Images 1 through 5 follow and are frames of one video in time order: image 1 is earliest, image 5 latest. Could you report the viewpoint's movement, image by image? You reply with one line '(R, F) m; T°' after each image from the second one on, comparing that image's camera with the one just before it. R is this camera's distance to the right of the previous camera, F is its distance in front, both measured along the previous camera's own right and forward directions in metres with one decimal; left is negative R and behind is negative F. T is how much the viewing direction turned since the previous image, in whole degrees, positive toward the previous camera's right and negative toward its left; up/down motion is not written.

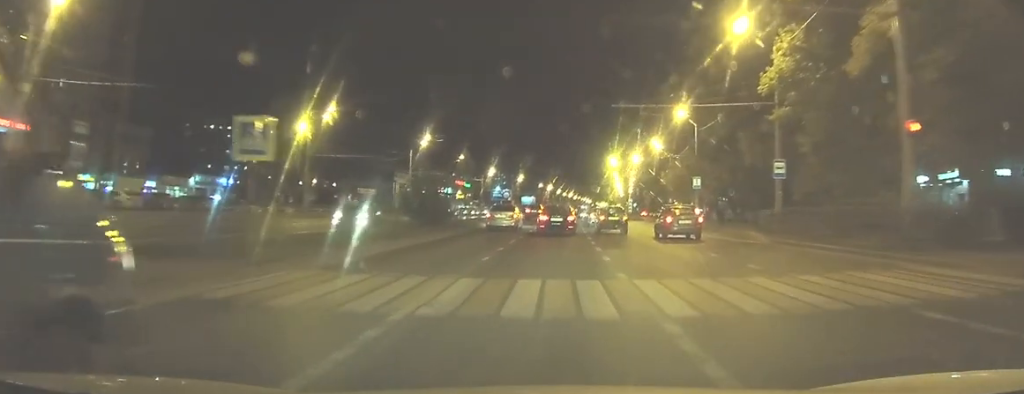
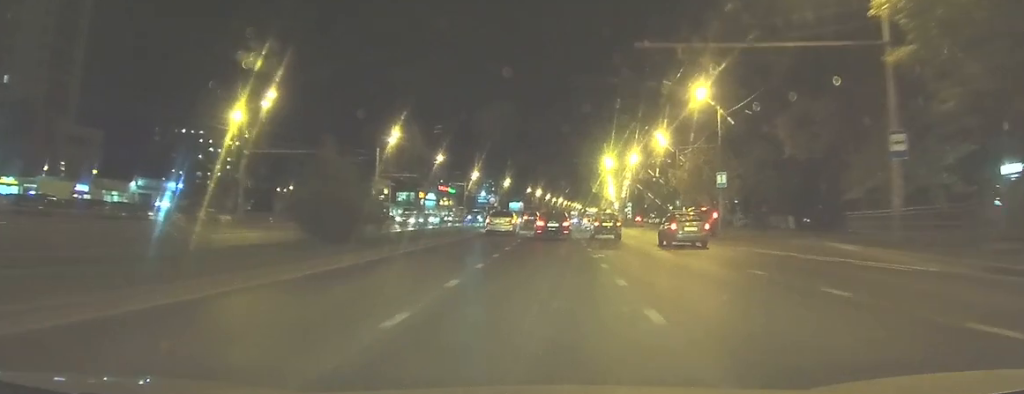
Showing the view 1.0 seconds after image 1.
(0.0, +12.7) m; 0°
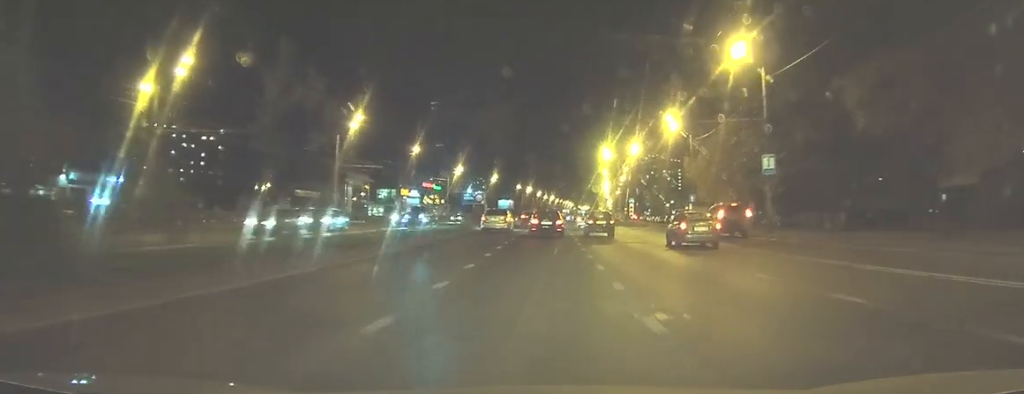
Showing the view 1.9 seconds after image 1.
(+0.1, +12.6) m; 0°
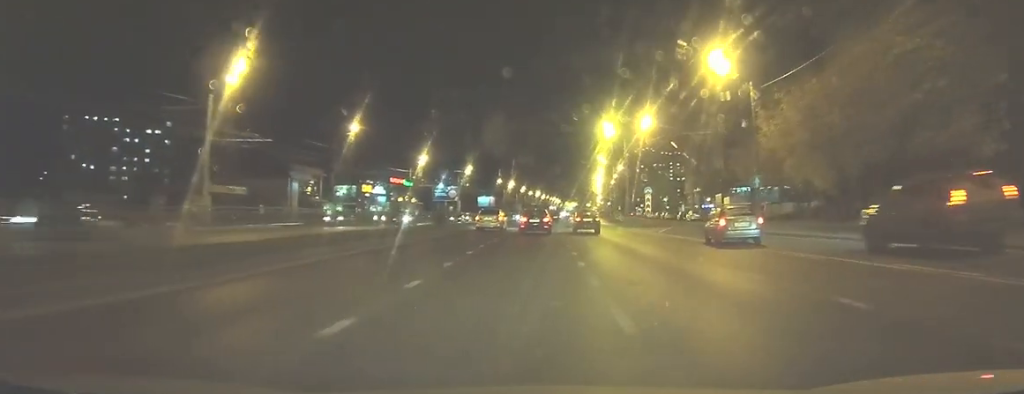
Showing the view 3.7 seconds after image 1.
(+0.2, +24.8) m; +2°
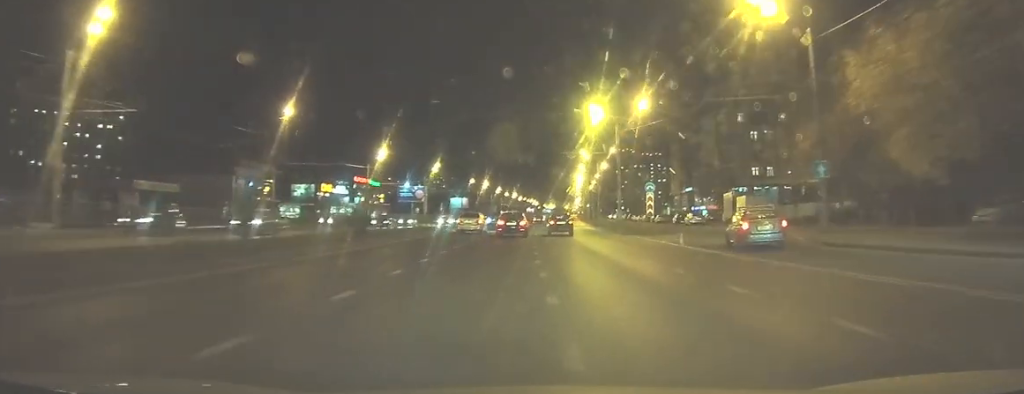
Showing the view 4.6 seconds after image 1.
(+0.2, +13.4) m; +2°
